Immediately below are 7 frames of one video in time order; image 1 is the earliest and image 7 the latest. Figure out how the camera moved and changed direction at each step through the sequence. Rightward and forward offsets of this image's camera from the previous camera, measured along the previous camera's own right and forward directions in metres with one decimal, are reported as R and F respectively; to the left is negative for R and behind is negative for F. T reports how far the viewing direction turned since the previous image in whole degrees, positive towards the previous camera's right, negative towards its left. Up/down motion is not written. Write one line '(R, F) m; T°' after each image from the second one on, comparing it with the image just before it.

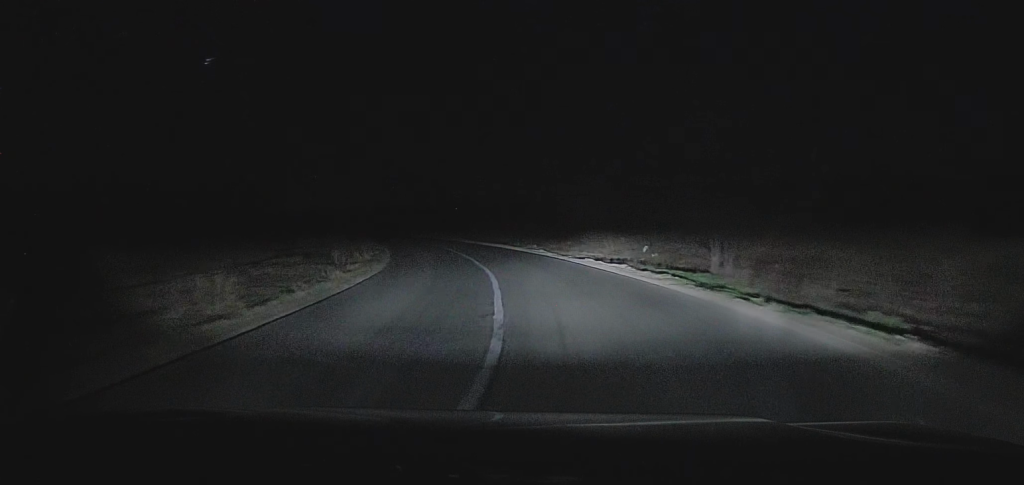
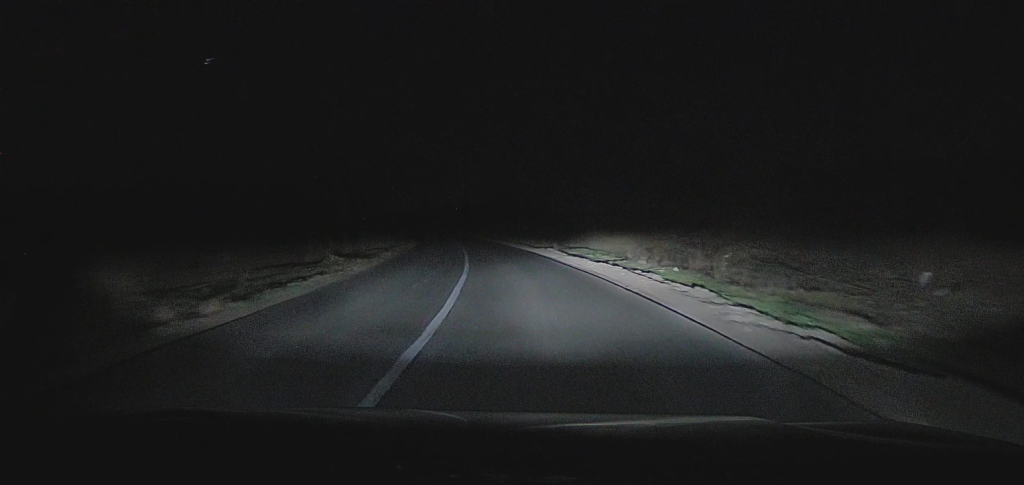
(-1.4, +20.9) m; -10°
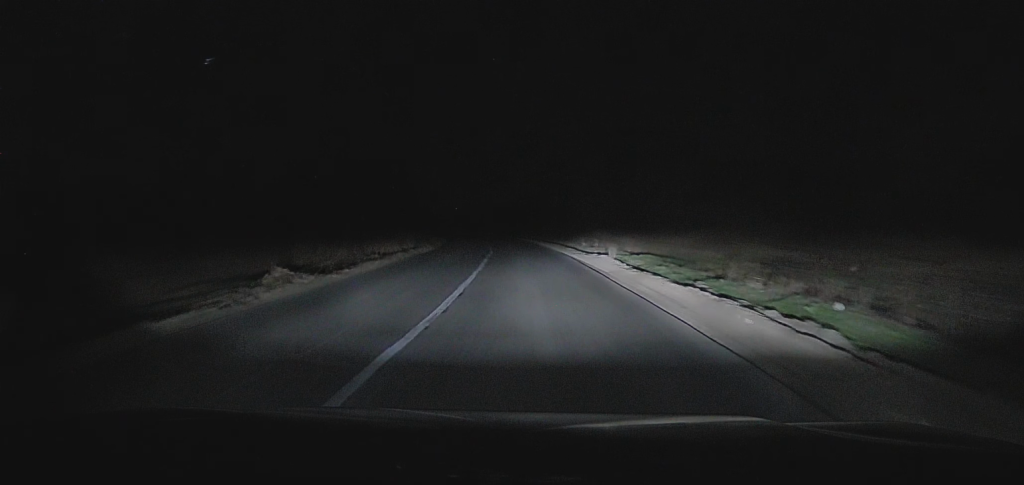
(-0.8, +9.0) m; -5°
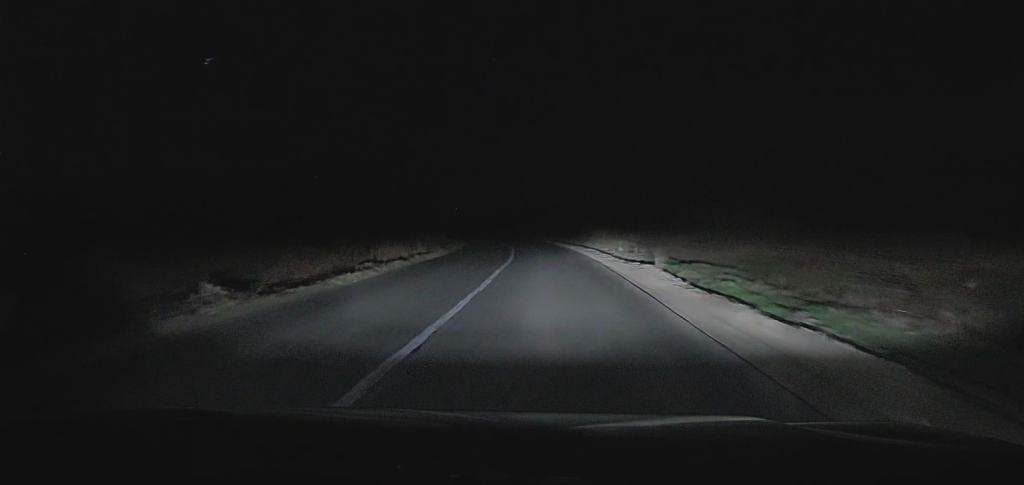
(0.0, +5.3) m; -1°
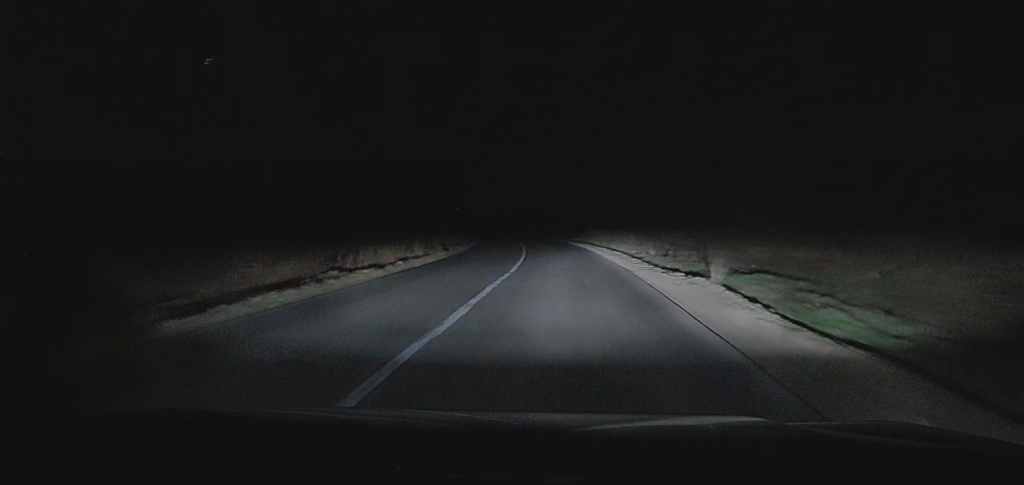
(0.0, +5.5) m; -2°
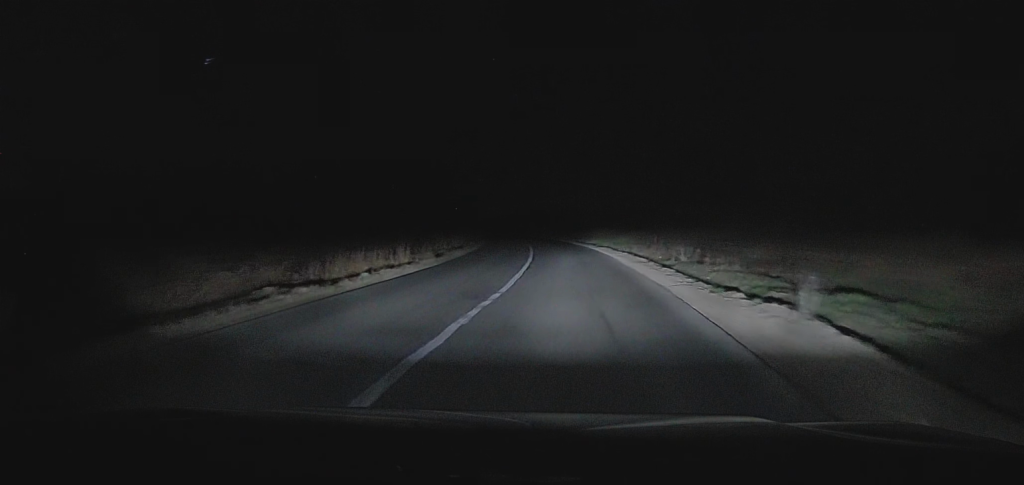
(0.0, +4.9) m; -3°
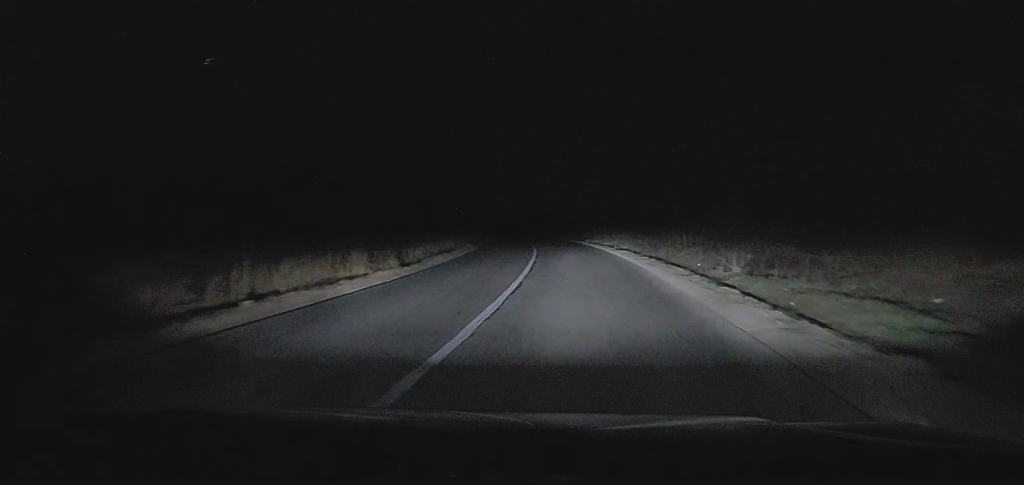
(-0.3, +6.7) m; -2°
